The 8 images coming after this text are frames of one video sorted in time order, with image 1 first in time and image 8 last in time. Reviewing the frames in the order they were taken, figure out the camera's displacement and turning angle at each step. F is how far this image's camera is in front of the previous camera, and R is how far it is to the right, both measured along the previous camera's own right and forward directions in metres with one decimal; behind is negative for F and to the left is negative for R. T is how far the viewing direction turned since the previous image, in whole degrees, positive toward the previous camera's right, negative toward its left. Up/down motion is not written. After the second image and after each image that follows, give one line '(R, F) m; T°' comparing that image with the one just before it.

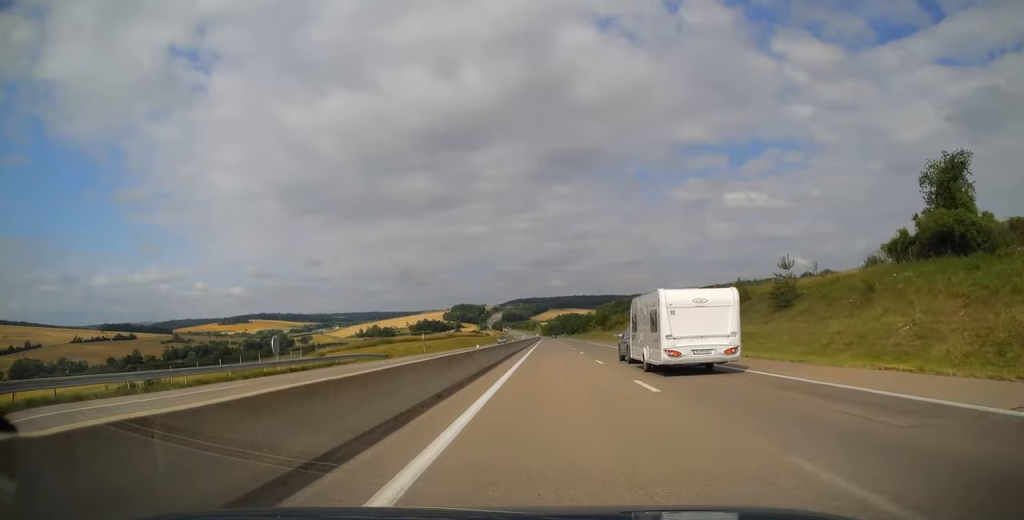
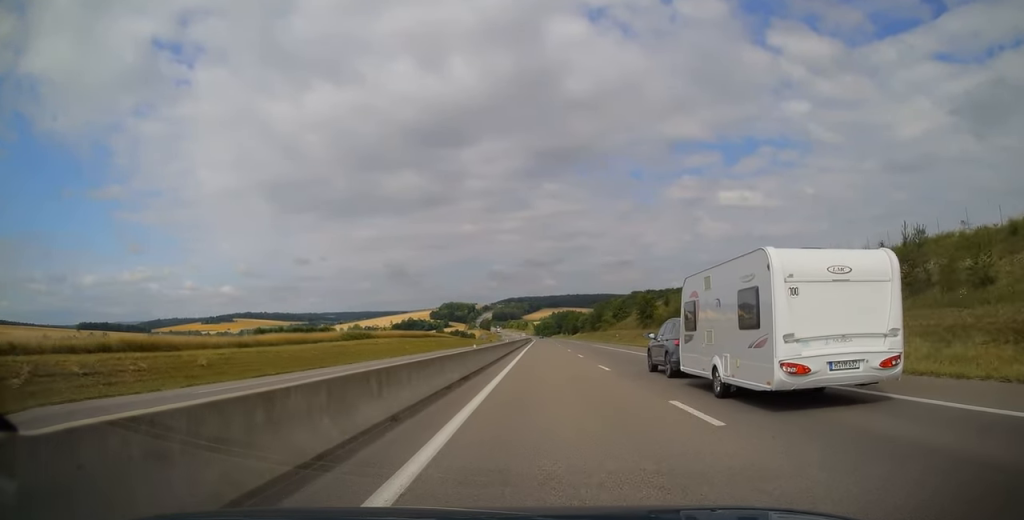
(0.0, +70.9) m; 0°
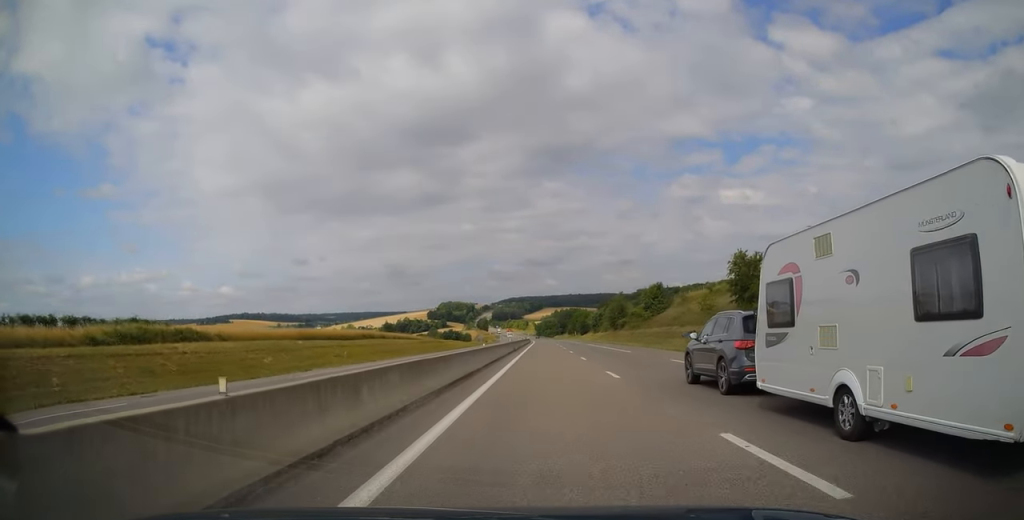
(-0.5, +43.2) m; 0°
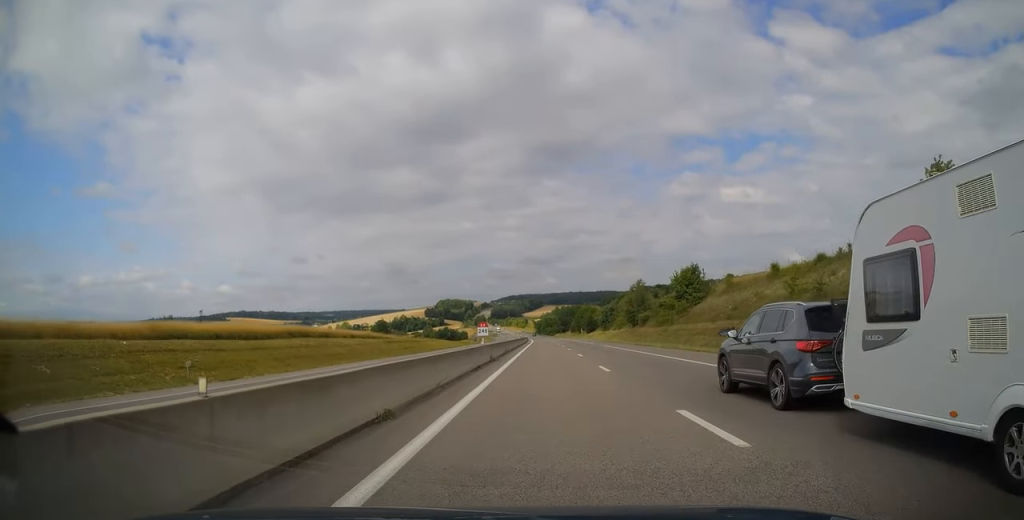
(+0.3, +24.2) m; +1°
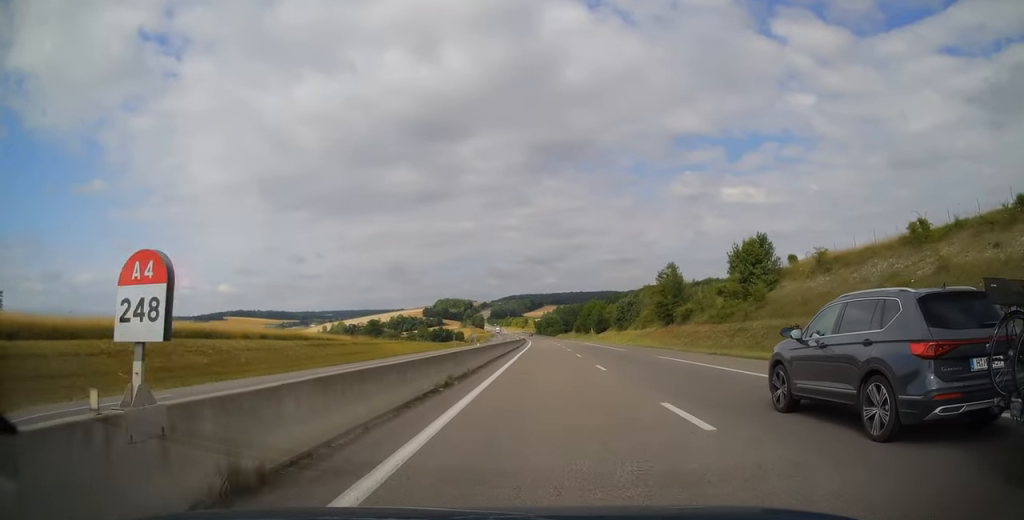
(+0.1, +25.2) m; 0°
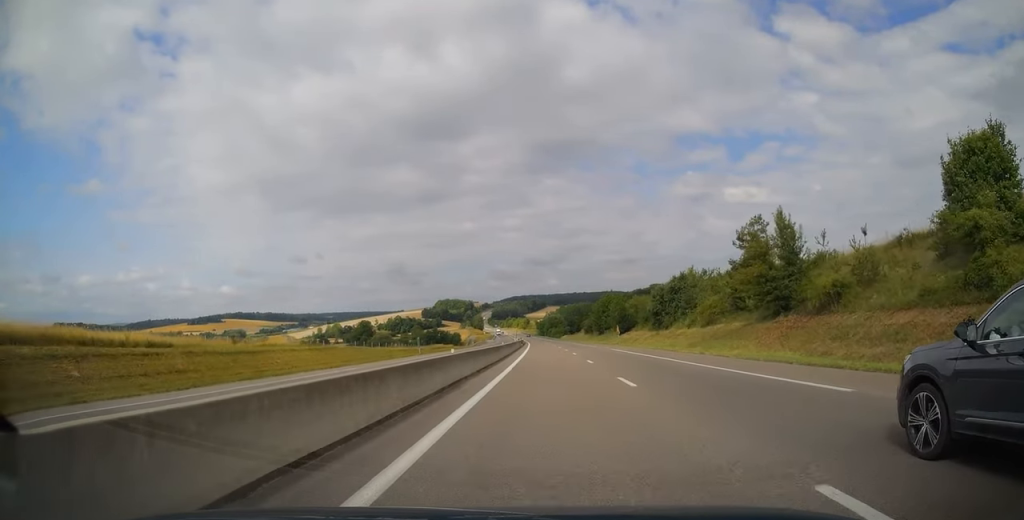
(-0.3, +32.3) m; 0°
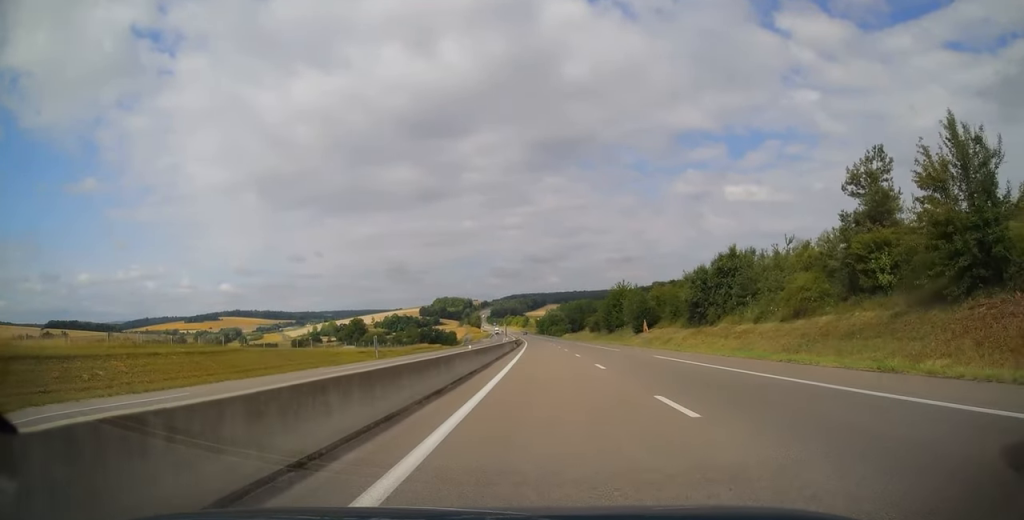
(-0.1, +19.0) m; 0°
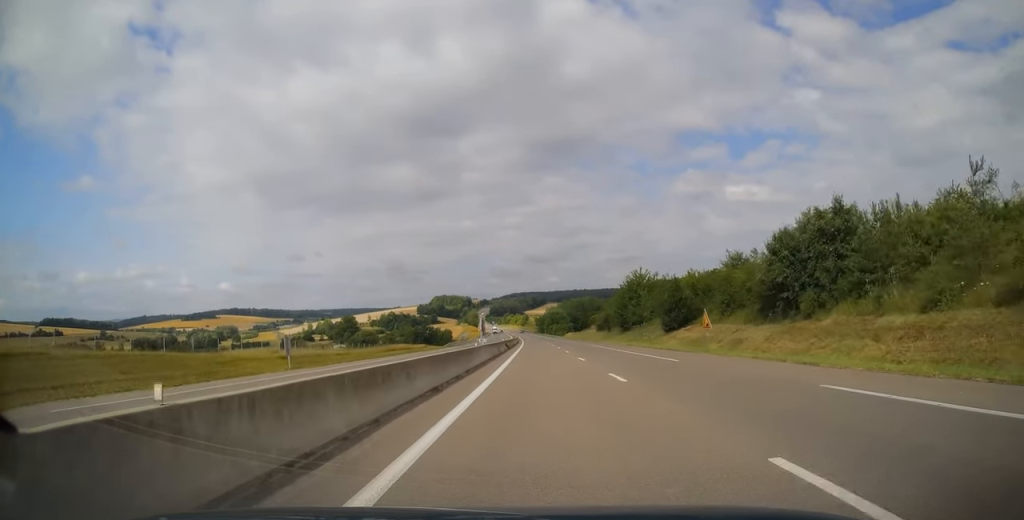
(+0.3, +19.5) m; 0°
